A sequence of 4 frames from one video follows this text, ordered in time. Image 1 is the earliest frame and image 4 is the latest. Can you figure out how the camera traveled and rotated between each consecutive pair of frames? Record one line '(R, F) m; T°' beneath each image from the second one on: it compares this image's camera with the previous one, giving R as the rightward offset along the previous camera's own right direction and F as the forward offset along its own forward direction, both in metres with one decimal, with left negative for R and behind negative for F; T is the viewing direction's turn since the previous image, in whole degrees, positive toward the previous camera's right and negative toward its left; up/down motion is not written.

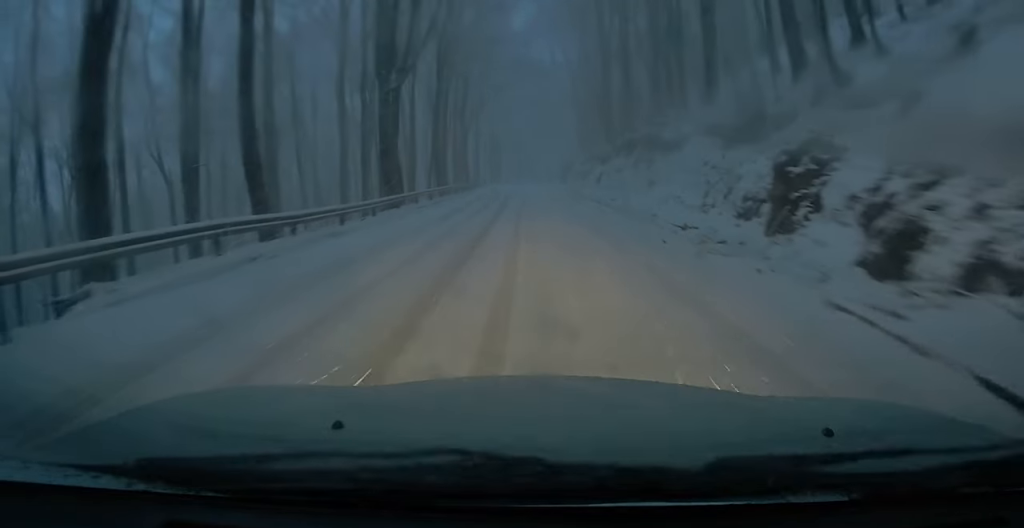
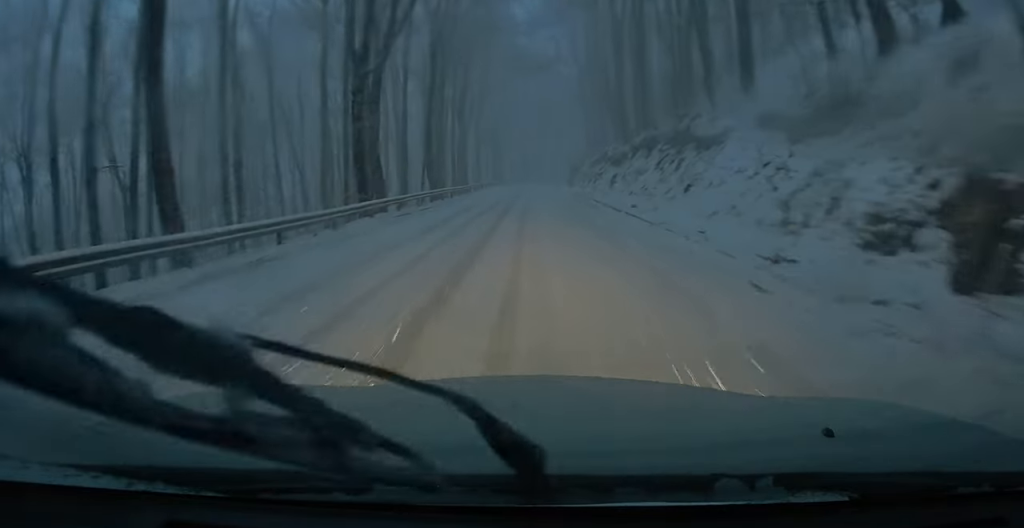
(0.0, +5.4) m; 0°
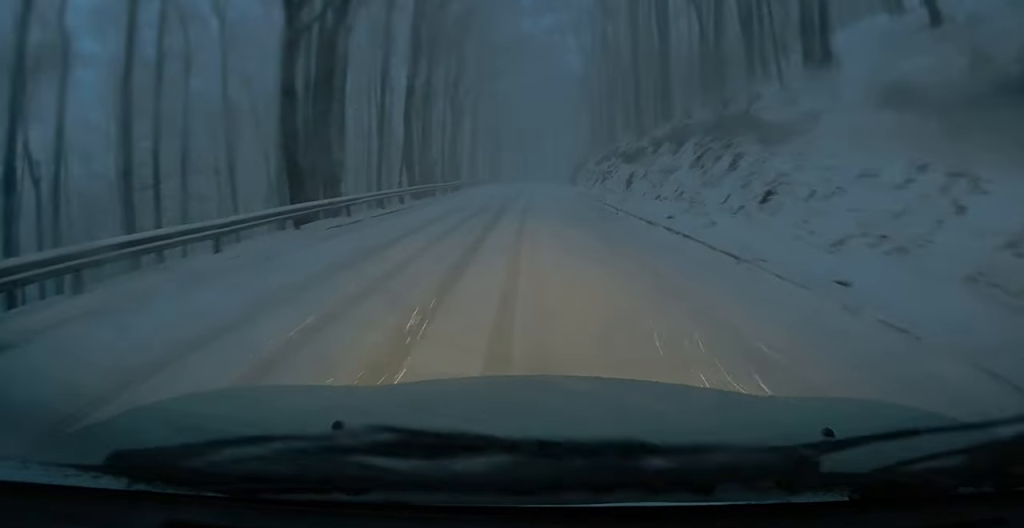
(+0.1, +7.3) m; +1°
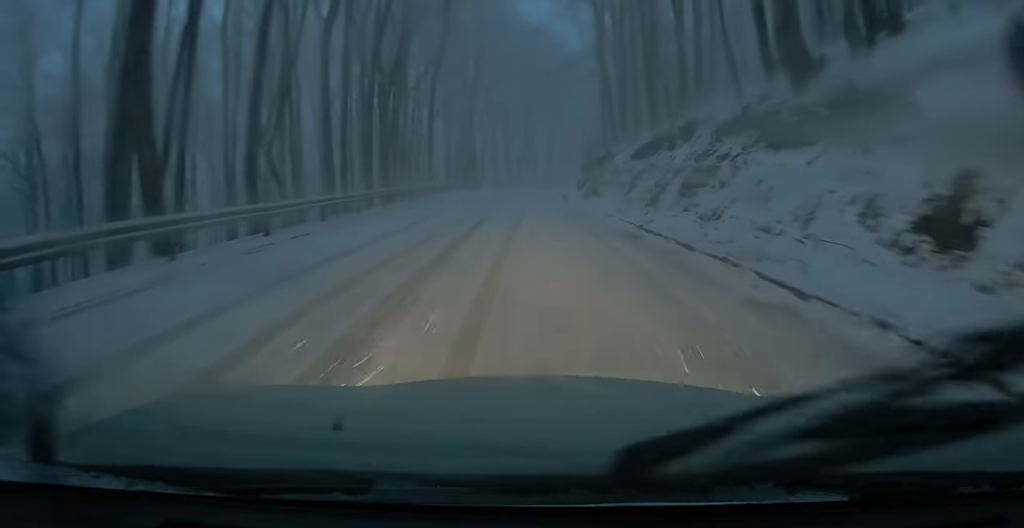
(+1.0, +24.9) m; -3°
